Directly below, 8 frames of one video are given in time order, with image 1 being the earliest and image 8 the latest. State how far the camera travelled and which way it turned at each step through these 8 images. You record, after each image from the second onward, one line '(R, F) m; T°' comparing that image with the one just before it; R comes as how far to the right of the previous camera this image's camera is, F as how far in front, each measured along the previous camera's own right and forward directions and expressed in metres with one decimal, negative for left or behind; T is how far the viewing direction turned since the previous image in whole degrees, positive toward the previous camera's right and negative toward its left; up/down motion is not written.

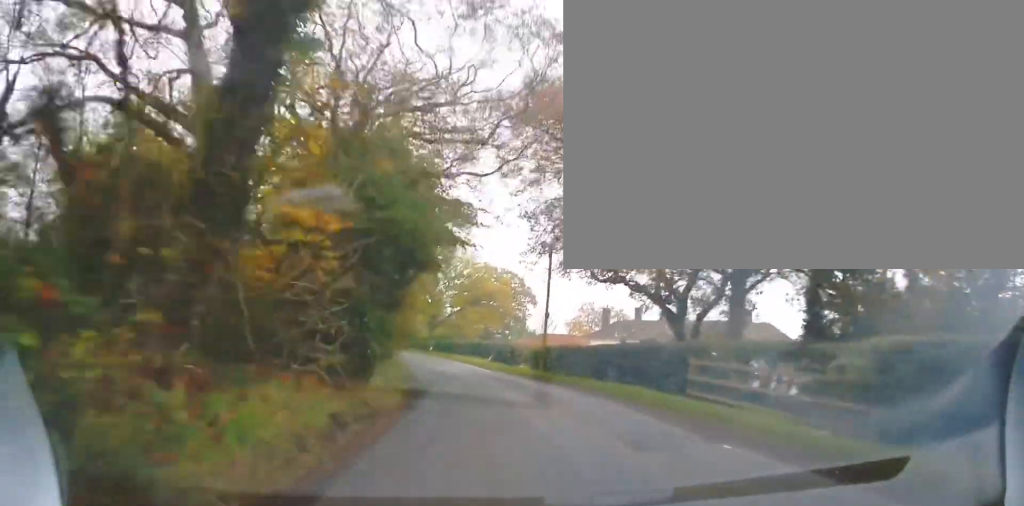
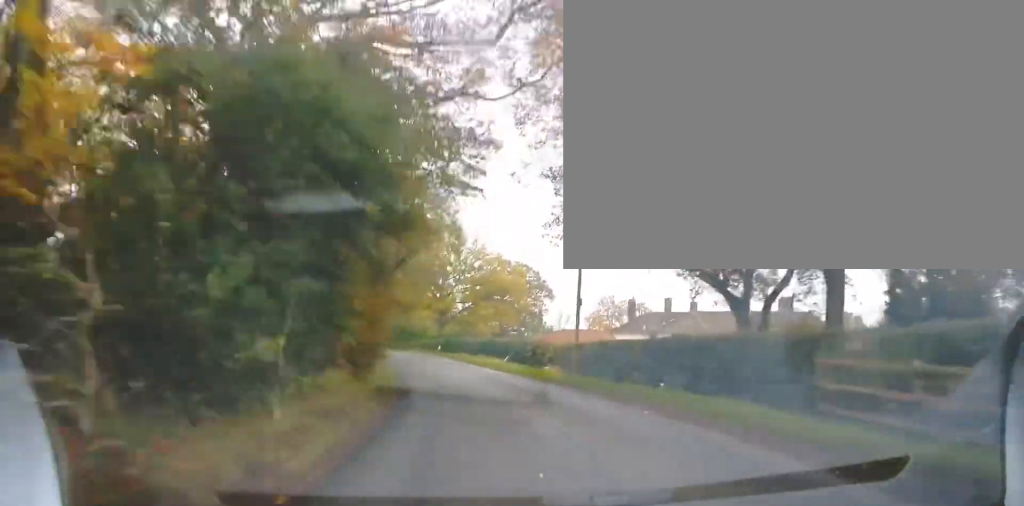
(+0.1, +6.2) m; -1°
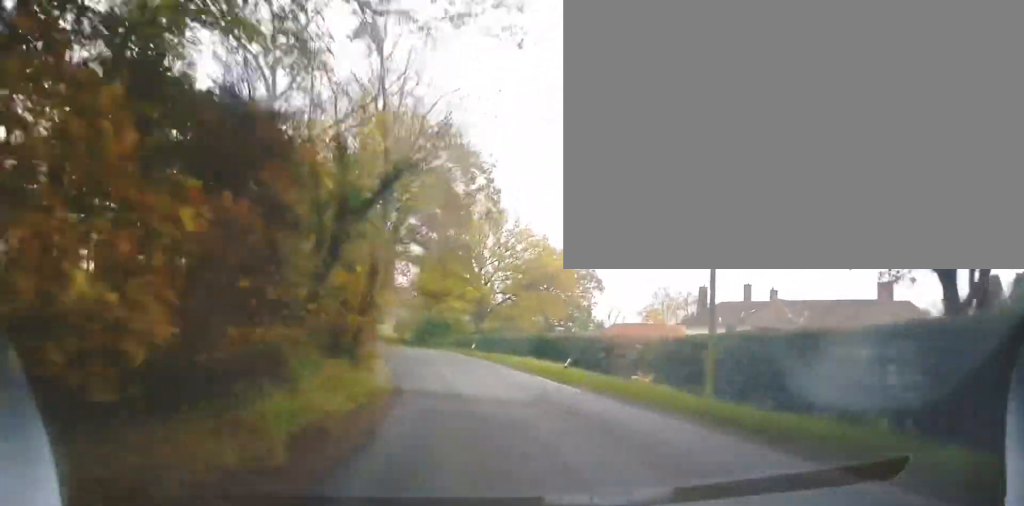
(-0.6, +11.6) m; -3°
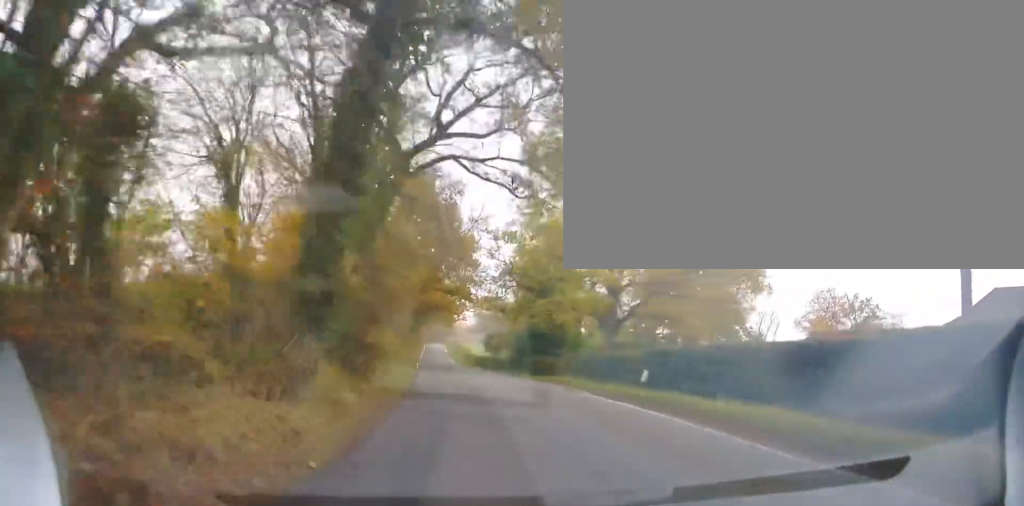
(-1.1, +25.5) m; -8°
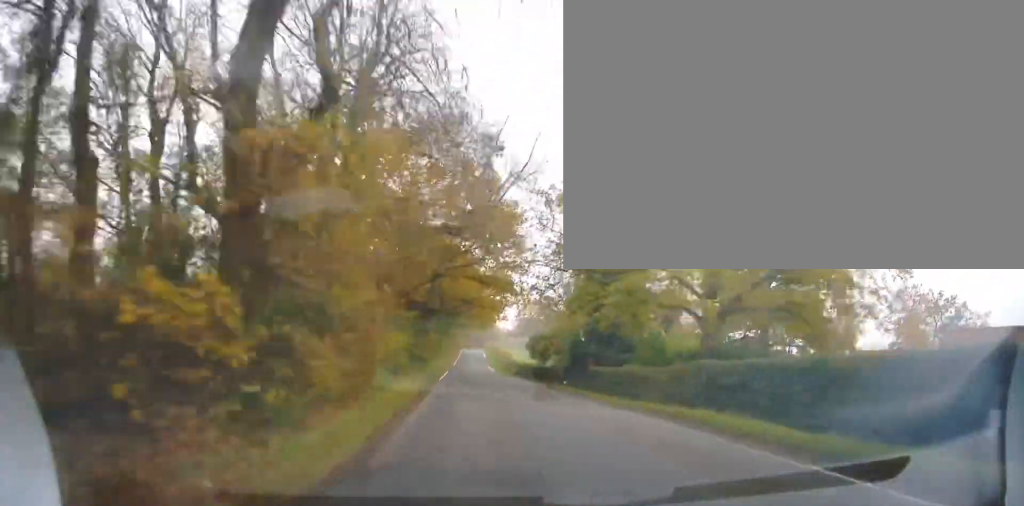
(-0.5, +11.2) m; -4°
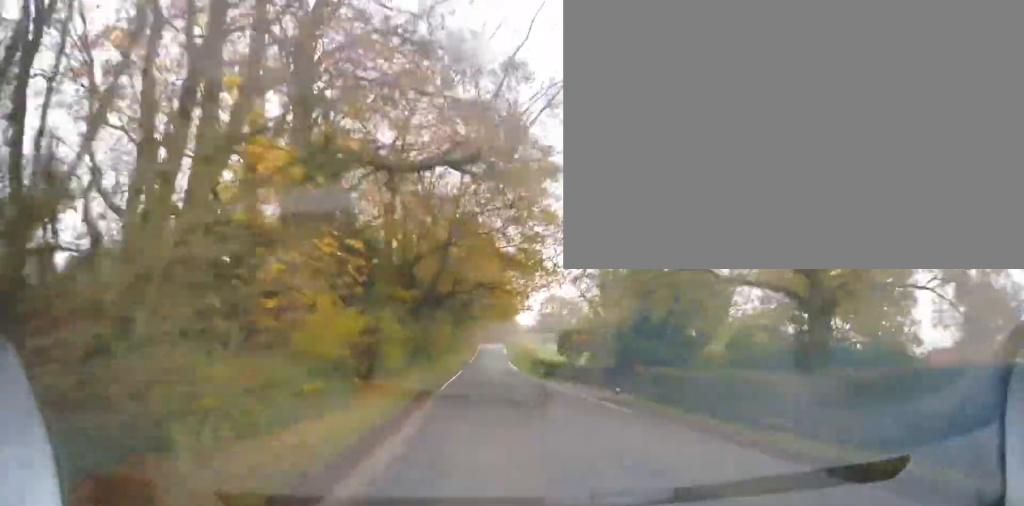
(-0.3, +8.4) m; -2°
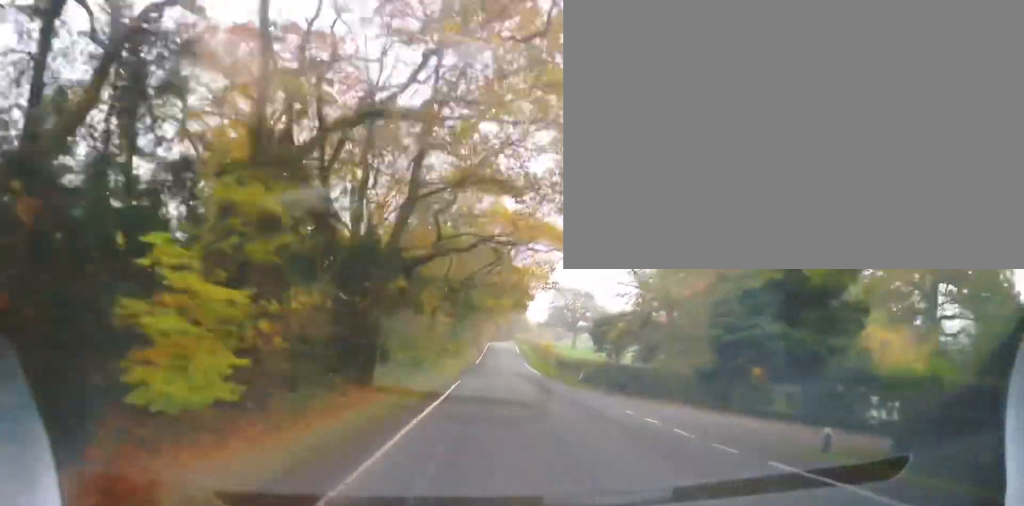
(-0.3, +14.0) m; -1°
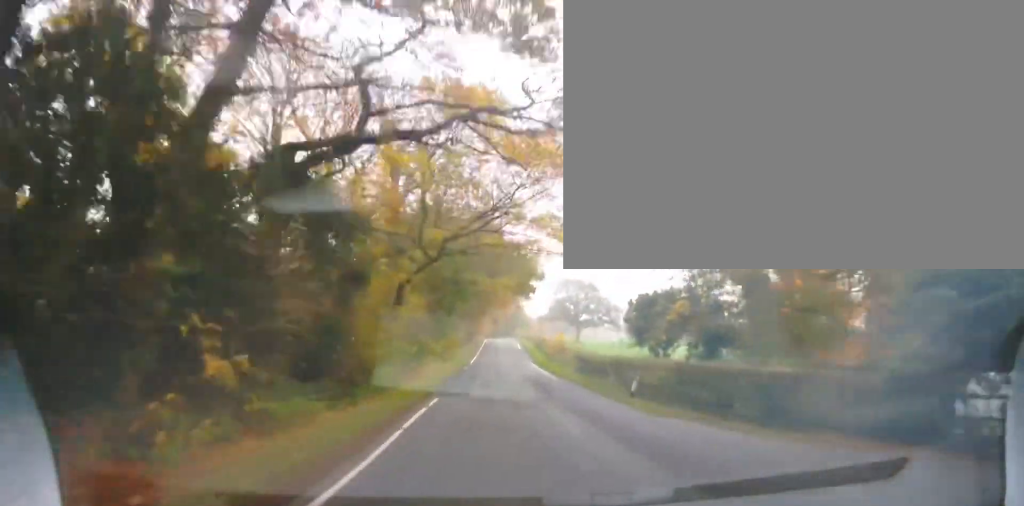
(0.0, +10.9) m; 0°
